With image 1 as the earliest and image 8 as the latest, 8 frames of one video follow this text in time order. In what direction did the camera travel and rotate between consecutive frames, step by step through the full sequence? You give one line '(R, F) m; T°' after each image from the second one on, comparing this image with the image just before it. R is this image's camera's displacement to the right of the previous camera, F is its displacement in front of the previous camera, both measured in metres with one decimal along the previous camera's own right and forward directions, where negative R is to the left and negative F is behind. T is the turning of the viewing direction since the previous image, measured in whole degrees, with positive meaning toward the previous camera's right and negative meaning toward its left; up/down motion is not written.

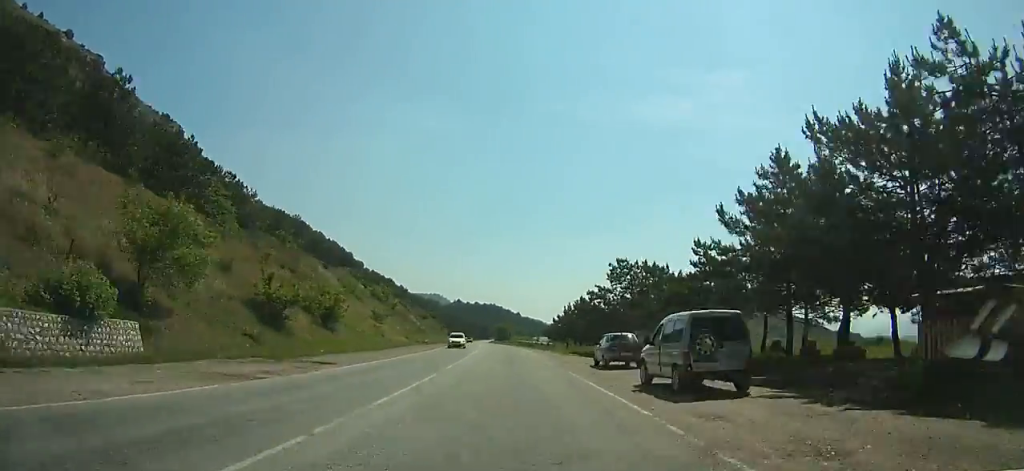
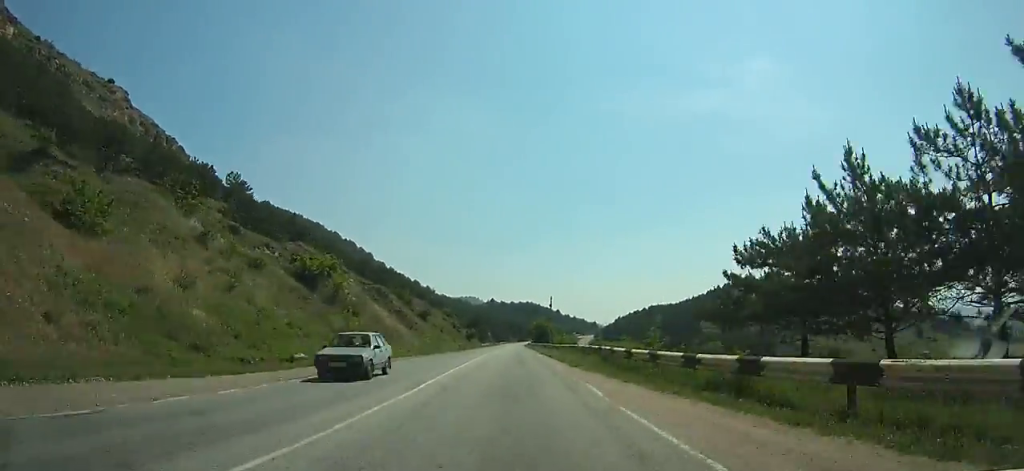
(-2.7, +62.7) m; -4°
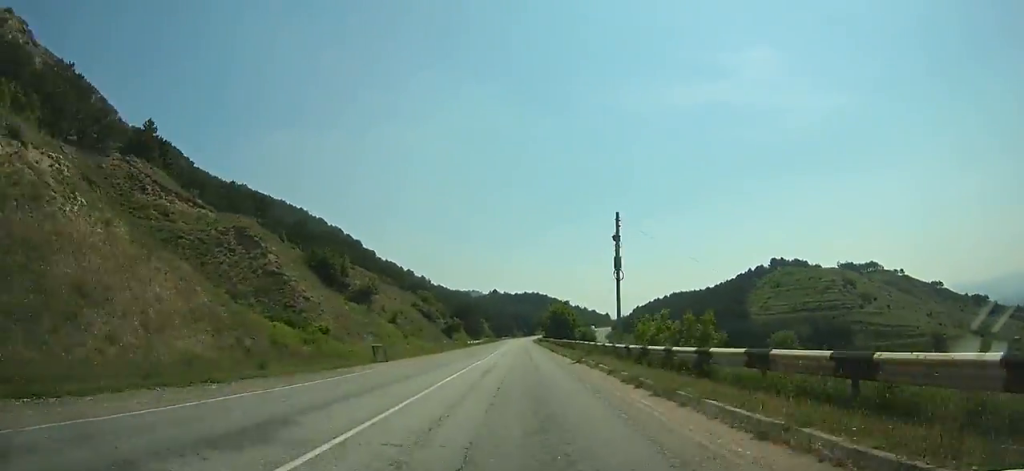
(-0.9, +58.6) m; -1°
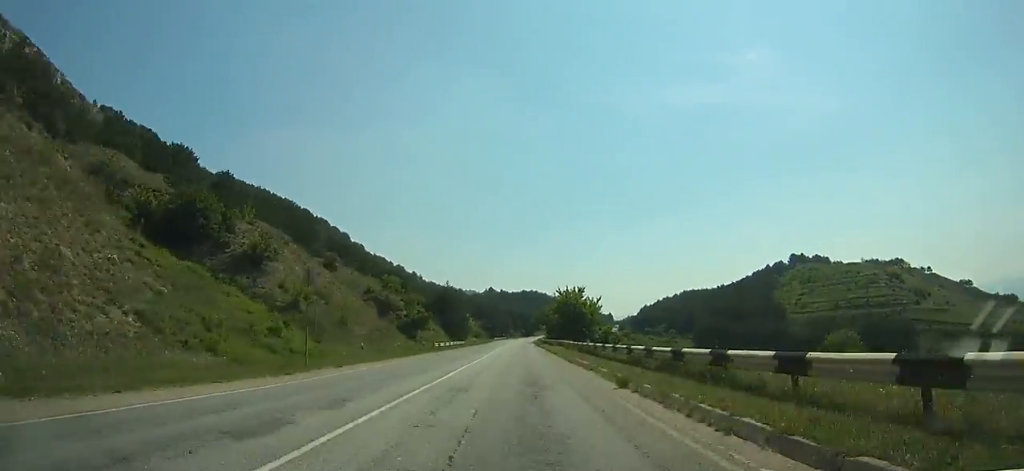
(0.0, +35.3) m; 0°
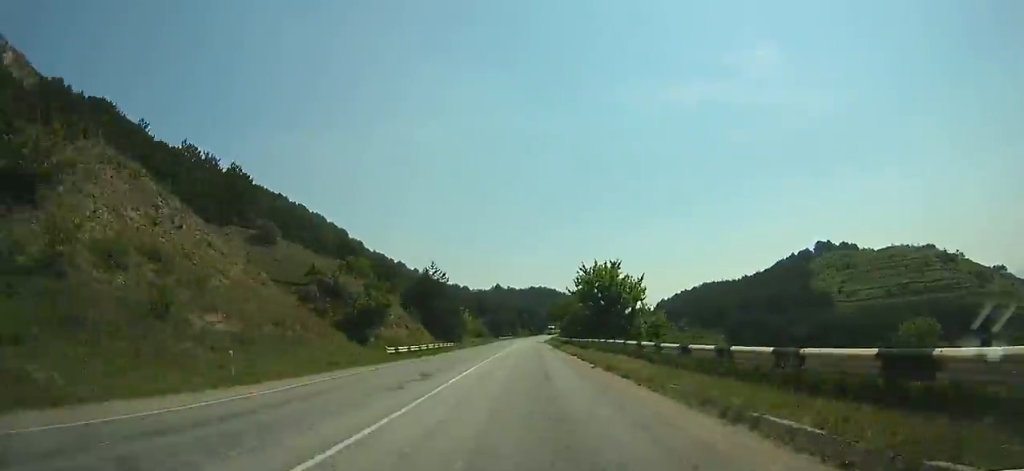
(-0.1, +27.8) m; 0°
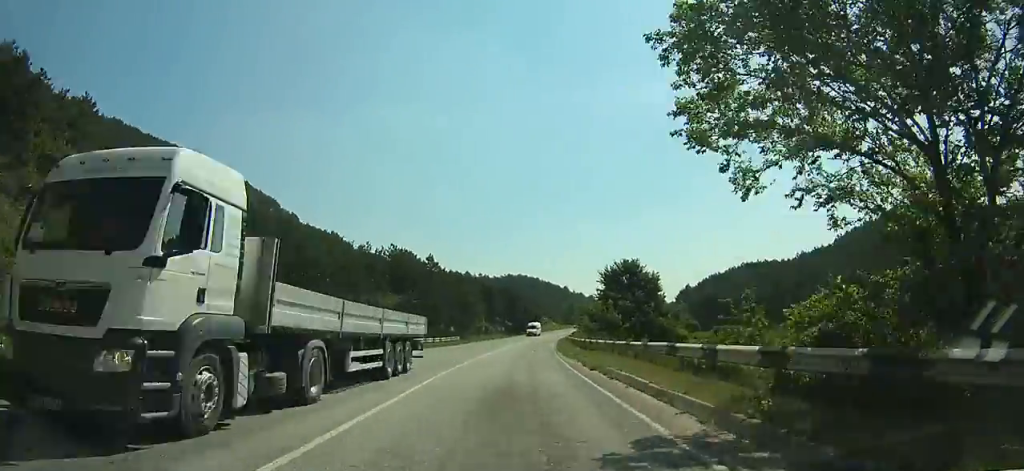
(+1.6, +104.0) m; +3°
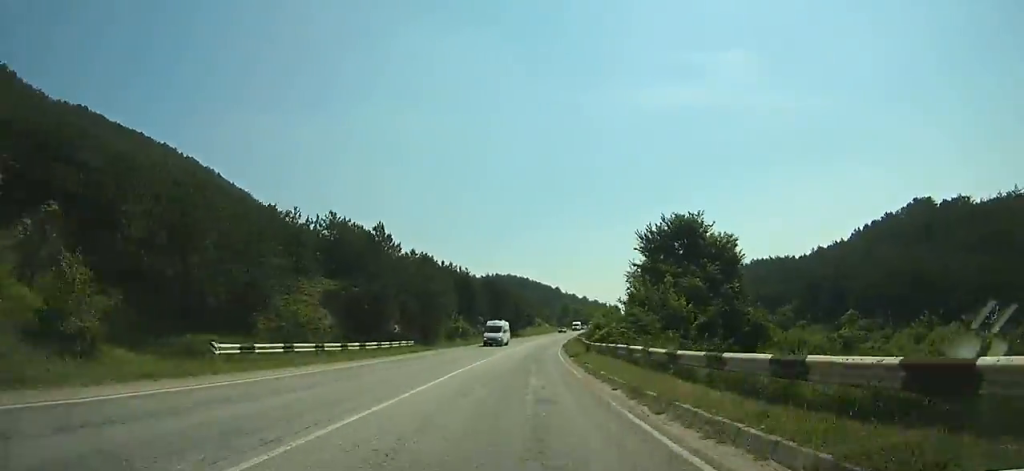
(0.0, +23.9) m; +1°
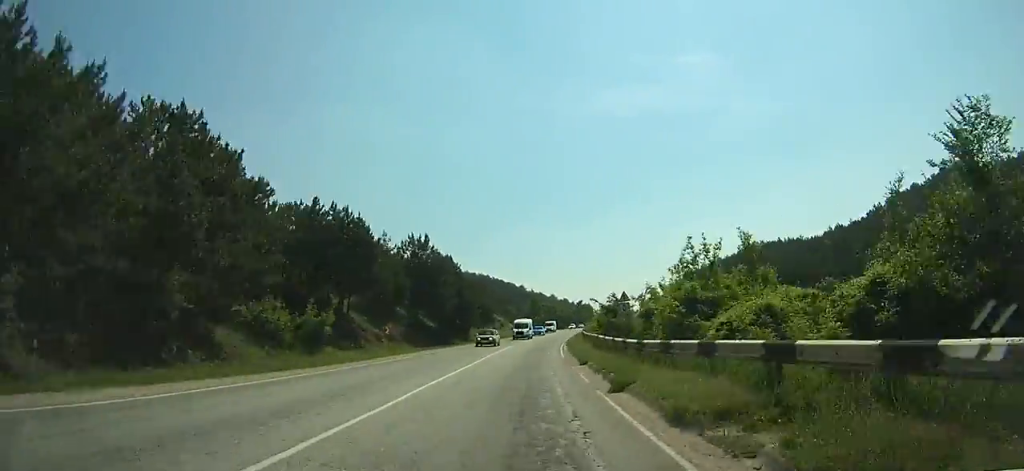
(+0.9, +42.8) m; +3°
